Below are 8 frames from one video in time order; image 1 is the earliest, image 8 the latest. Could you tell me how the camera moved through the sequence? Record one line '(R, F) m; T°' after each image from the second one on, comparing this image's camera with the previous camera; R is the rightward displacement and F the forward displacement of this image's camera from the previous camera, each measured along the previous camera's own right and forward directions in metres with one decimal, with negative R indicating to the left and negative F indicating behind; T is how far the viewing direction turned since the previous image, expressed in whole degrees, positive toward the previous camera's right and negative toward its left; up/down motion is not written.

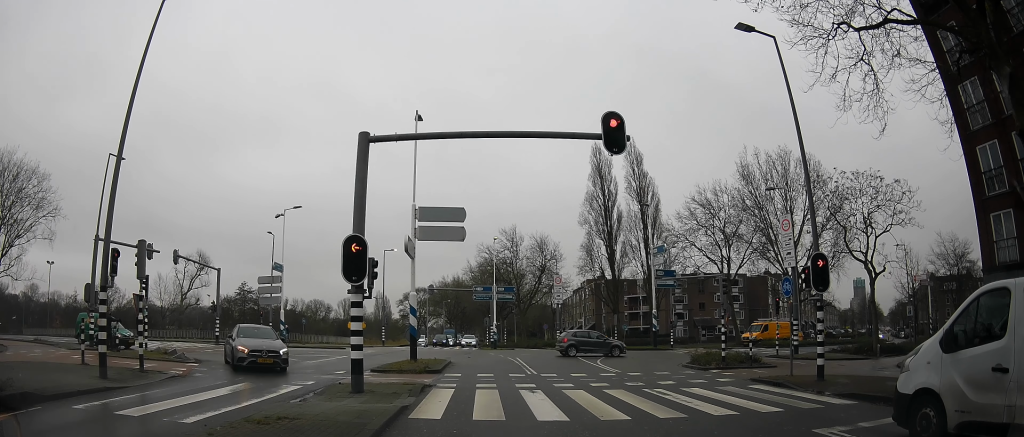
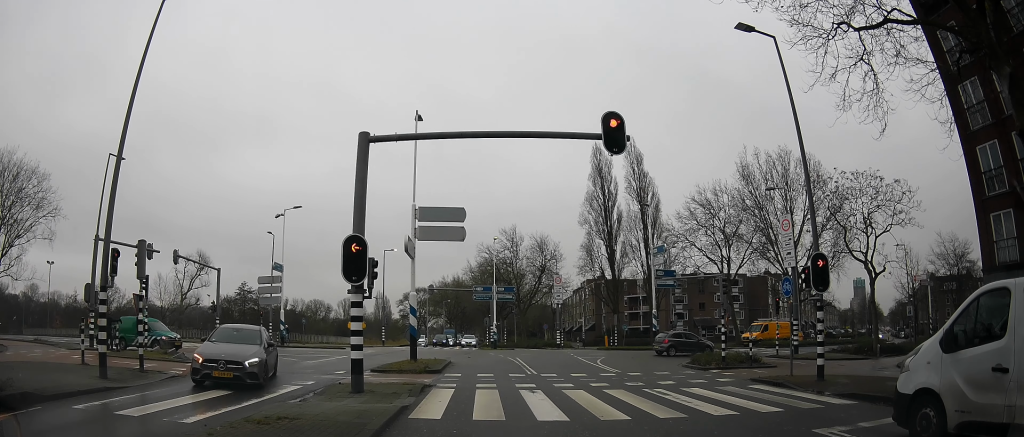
(0.0, 0.0) m; 0°
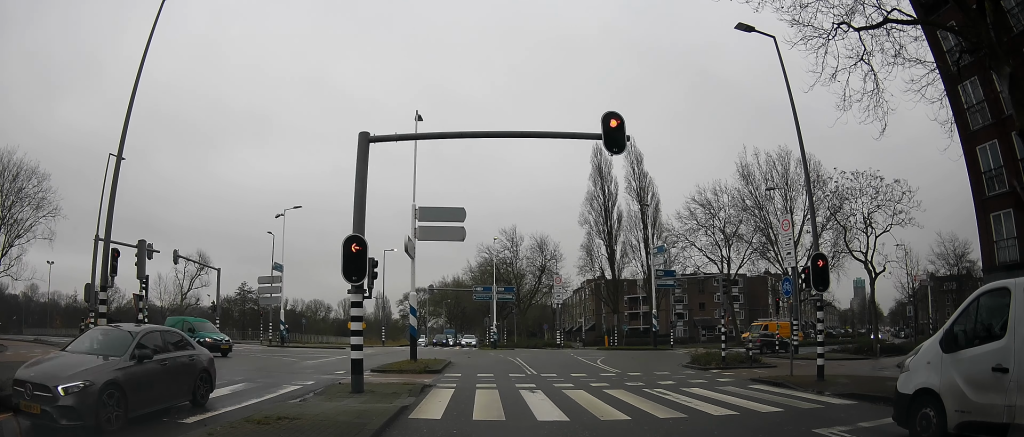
(0.0, 0.0) m; 0°
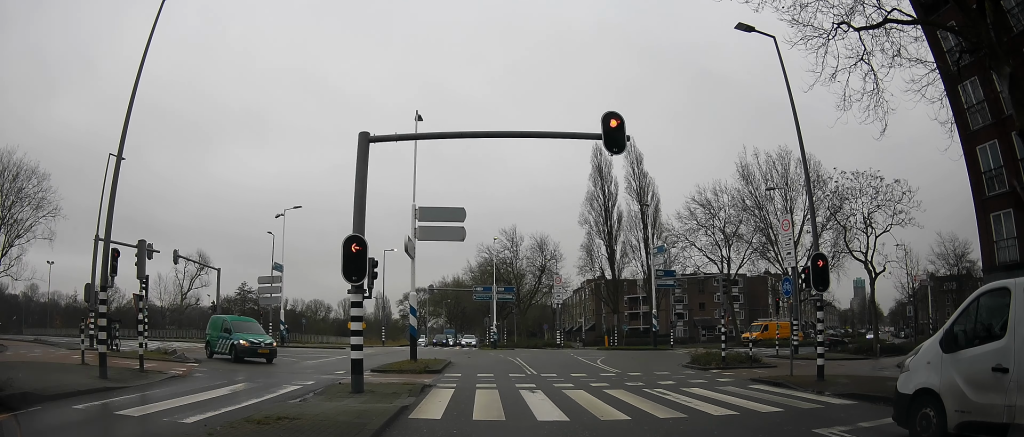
(0.0, 0.0) m; 0°
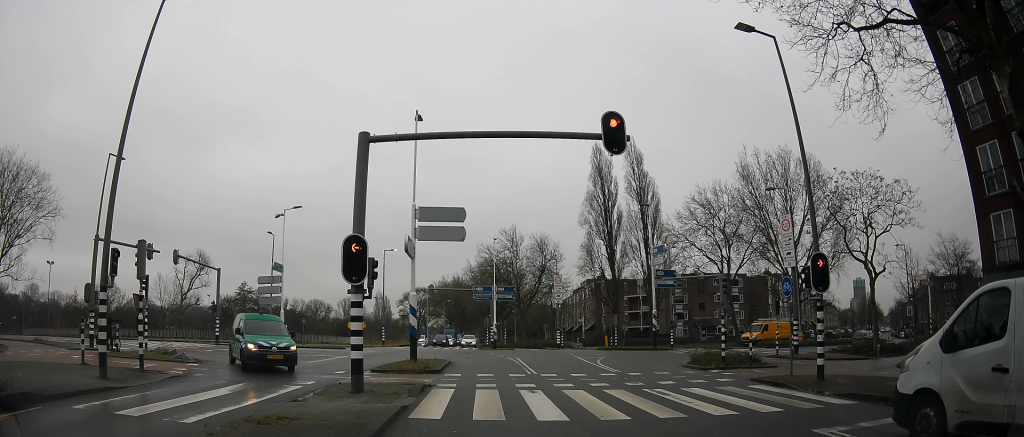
(0.0, 0.0) m; 0°
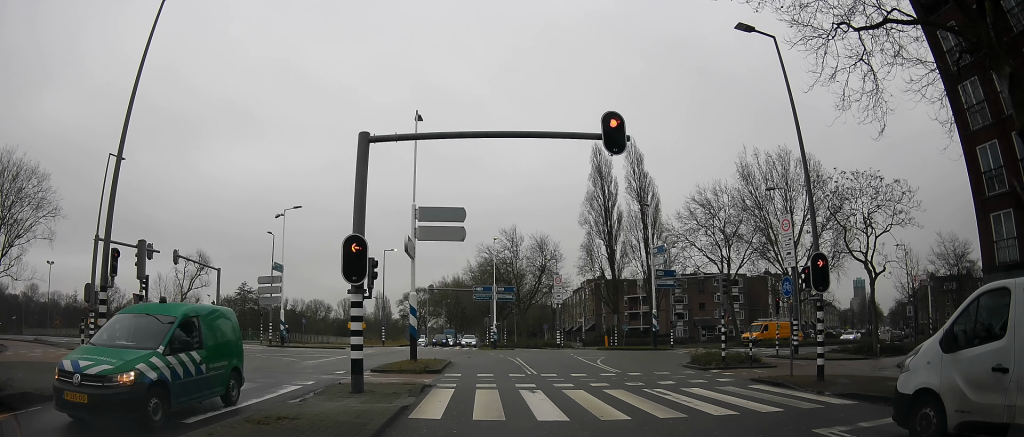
(0.0, 0.0) m; 0°
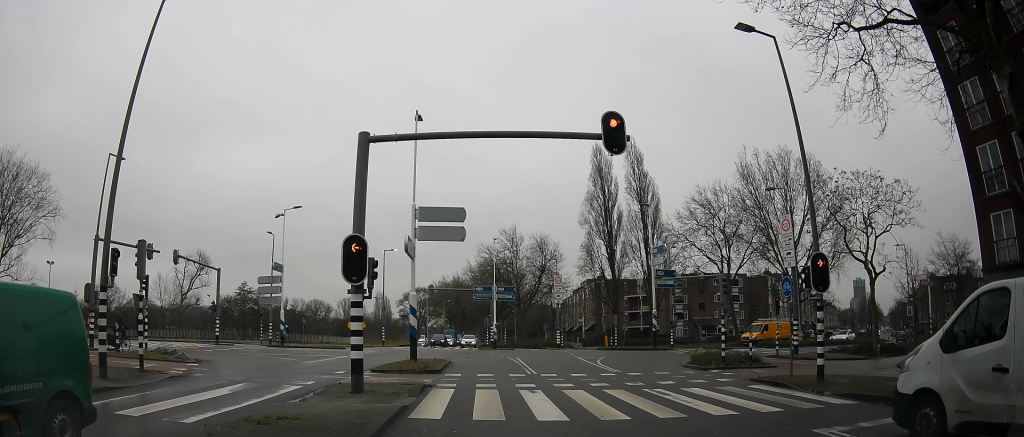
(0.0, 0.0) m; 0°
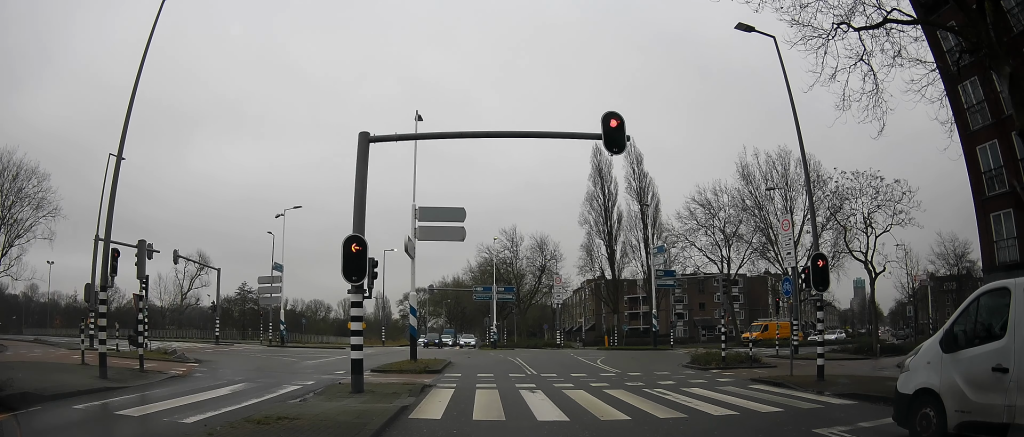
(0.0, 0.0) m; 0°
